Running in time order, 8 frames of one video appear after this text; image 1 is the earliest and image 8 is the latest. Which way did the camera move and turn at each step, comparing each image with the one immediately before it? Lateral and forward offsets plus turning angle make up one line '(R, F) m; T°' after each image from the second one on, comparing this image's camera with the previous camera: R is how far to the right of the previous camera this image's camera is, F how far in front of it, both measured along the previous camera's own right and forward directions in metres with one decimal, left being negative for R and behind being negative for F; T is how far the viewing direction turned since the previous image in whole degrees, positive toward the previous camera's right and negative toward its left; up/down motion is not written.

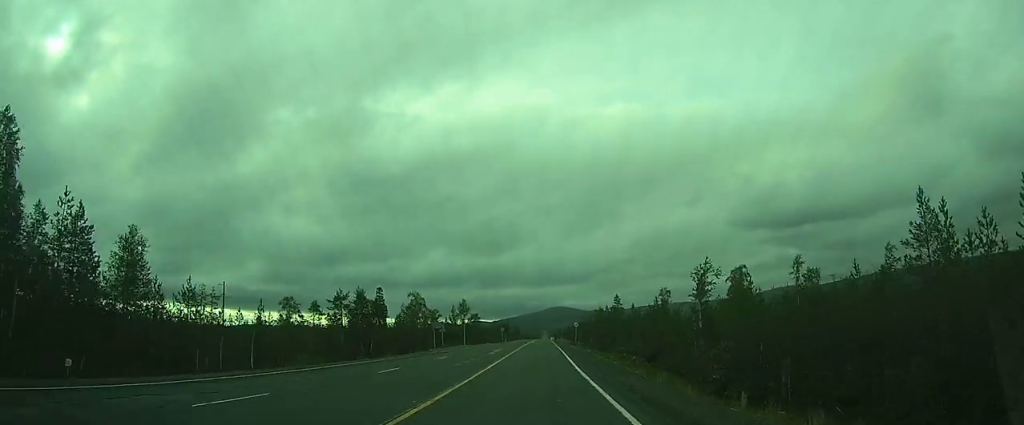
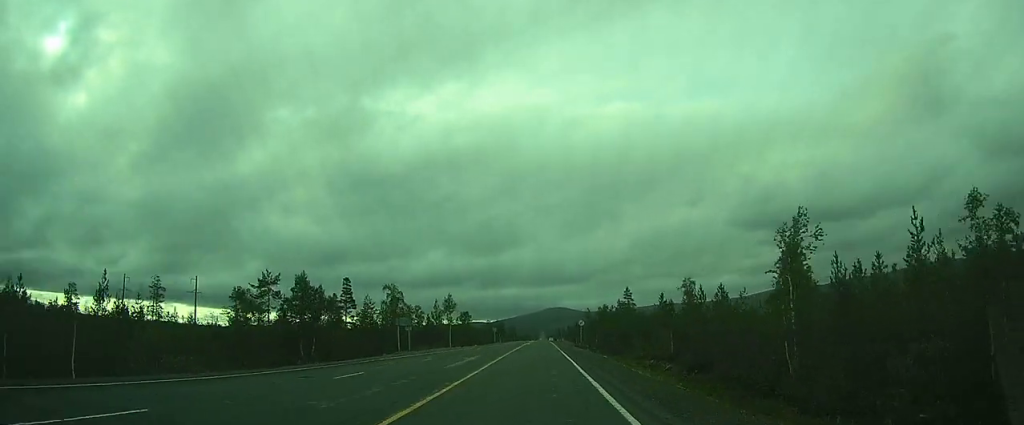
(+0.2, +16.7) m; 0°
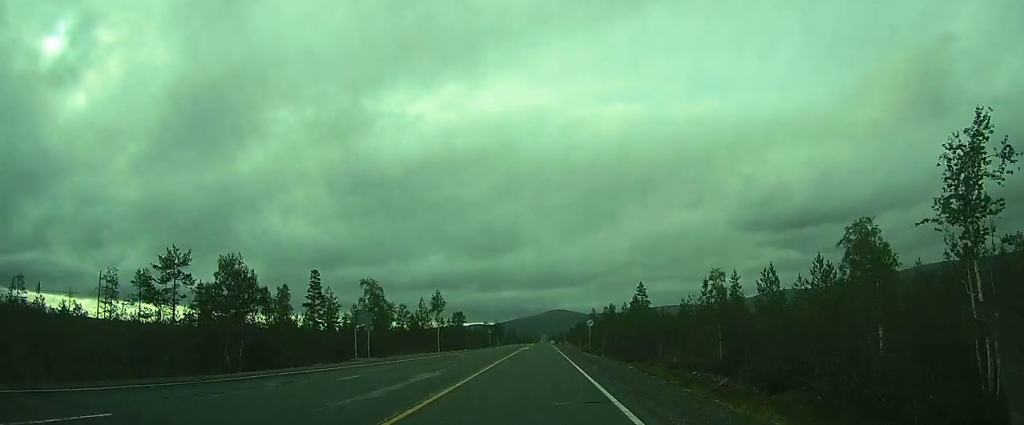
(0.0, +12.8) m; 0°
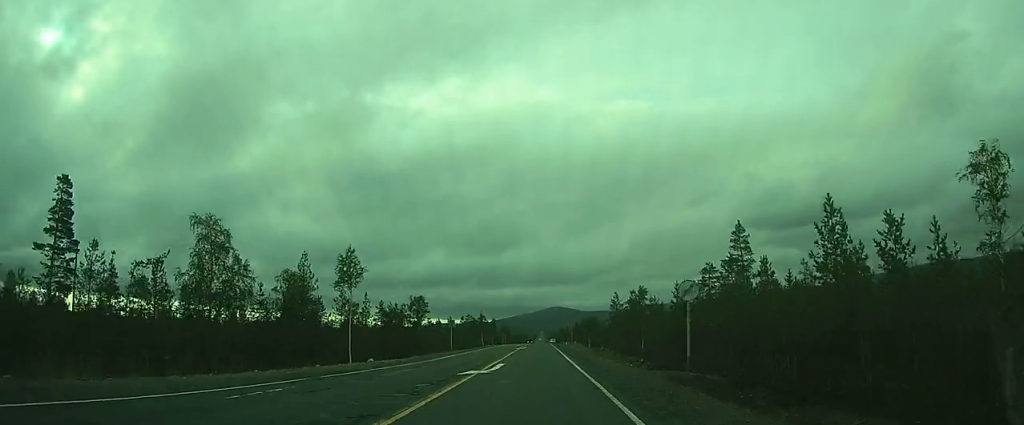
(-0.2, +43.6) m; -1°
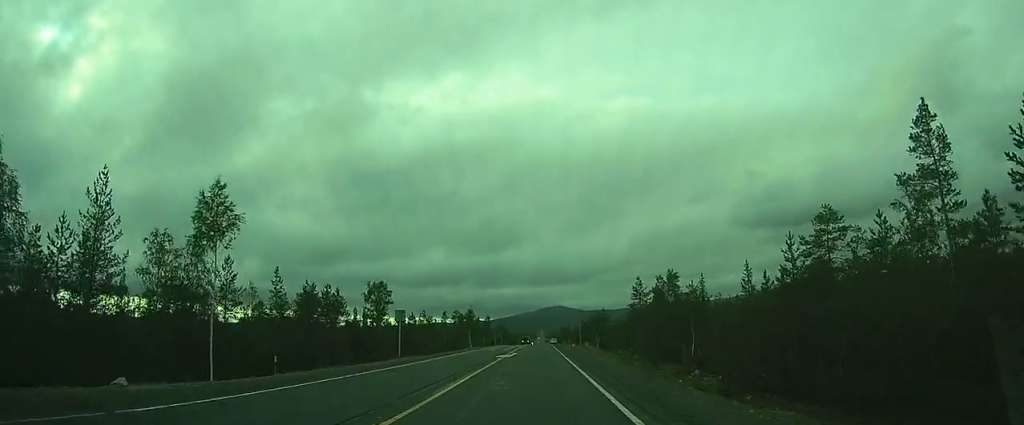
(-0.1, +22.9) m; 0°
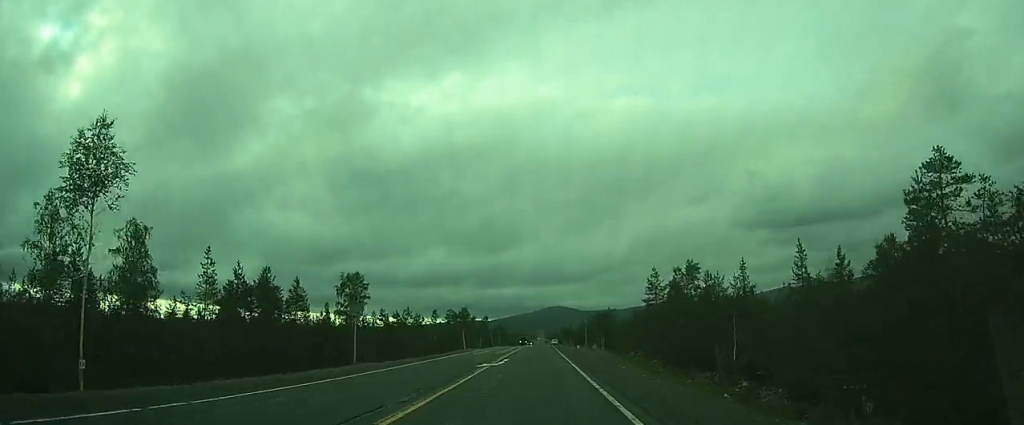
(0.0, +9.8) m; 0°
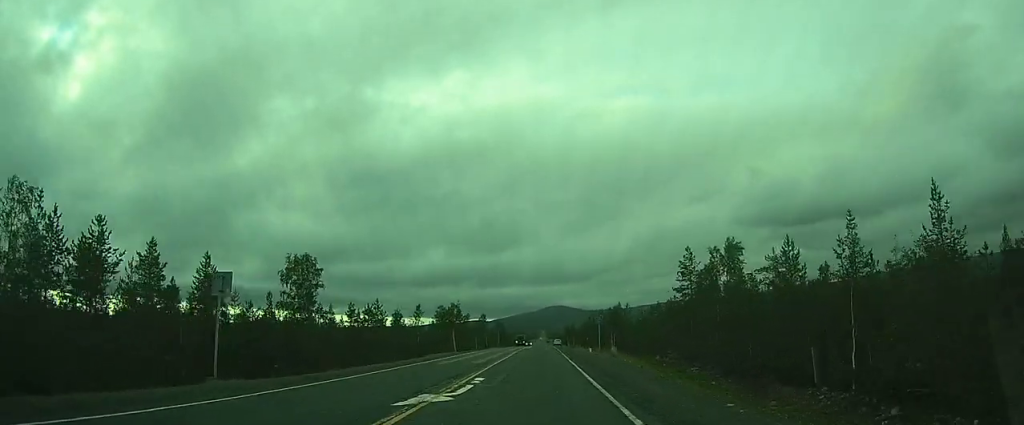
(0.0, +13.9) m; 0°
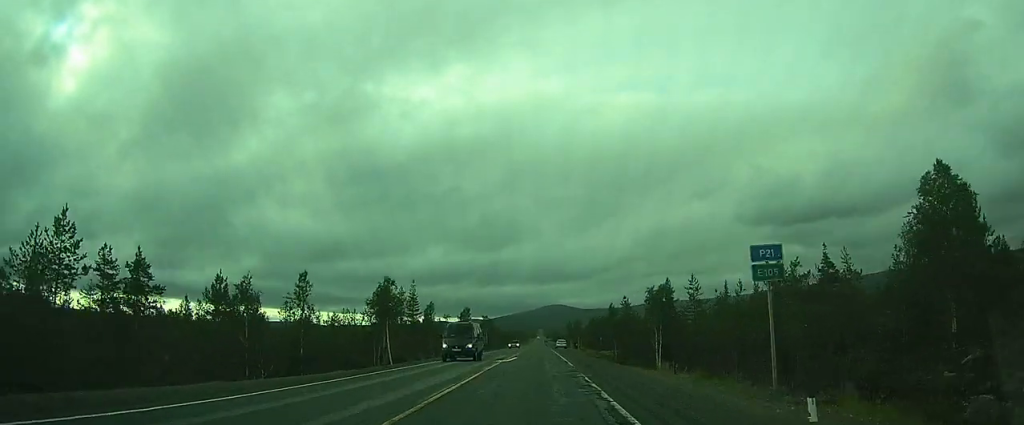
(-0.1, +40.0) m; 0°
